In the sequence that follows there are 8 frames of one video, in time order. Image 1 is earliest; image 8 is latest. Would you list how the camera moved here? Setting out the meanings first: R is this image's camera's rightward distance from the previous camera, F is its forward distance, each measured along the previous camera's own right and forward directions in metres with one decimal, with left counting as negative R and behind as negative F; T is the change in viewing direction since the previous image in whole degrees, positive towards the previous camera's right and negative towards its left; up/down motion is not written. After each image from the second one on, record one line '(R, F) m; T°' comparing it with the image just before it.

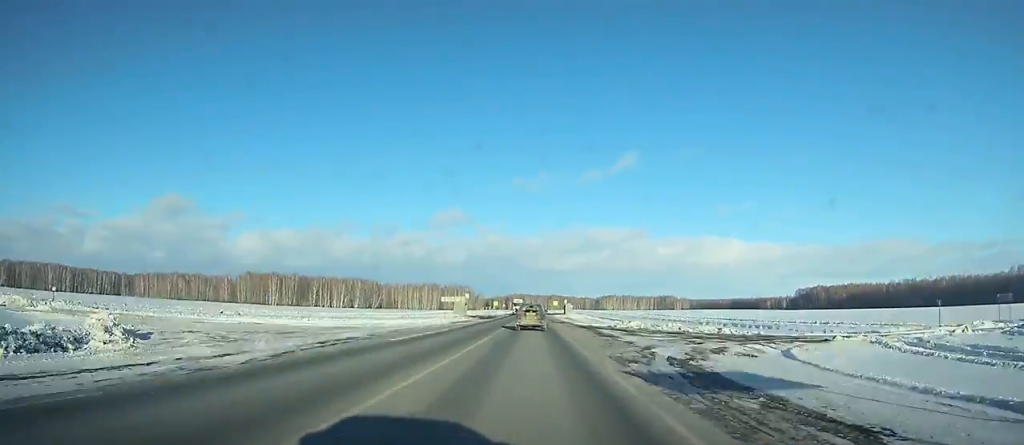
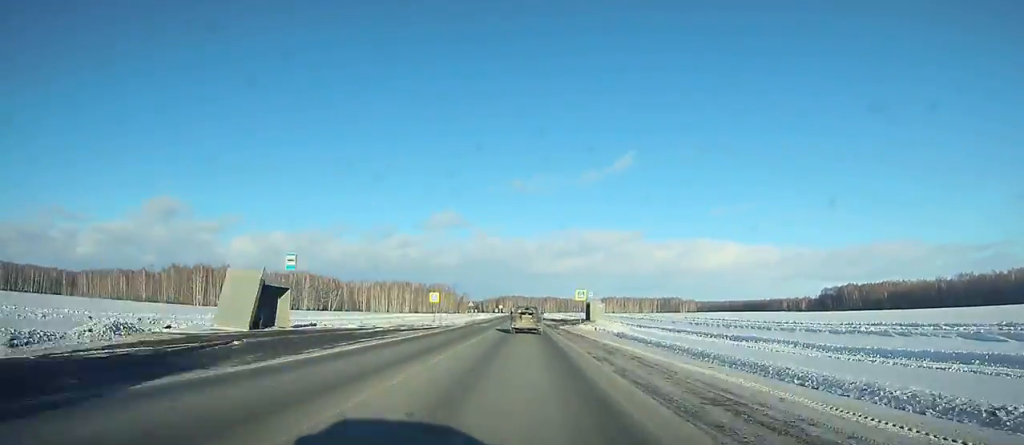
(+0.2, +82.5) m; 0°
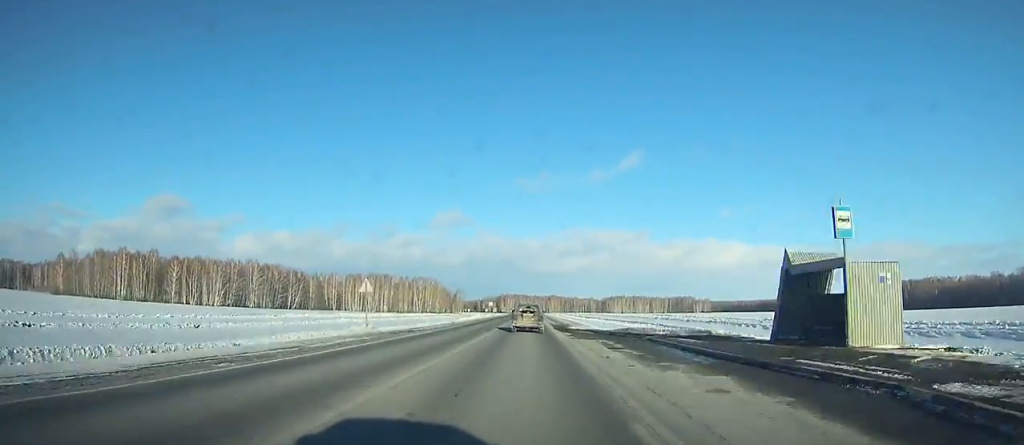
(+0.2, +64.7) m; 0°
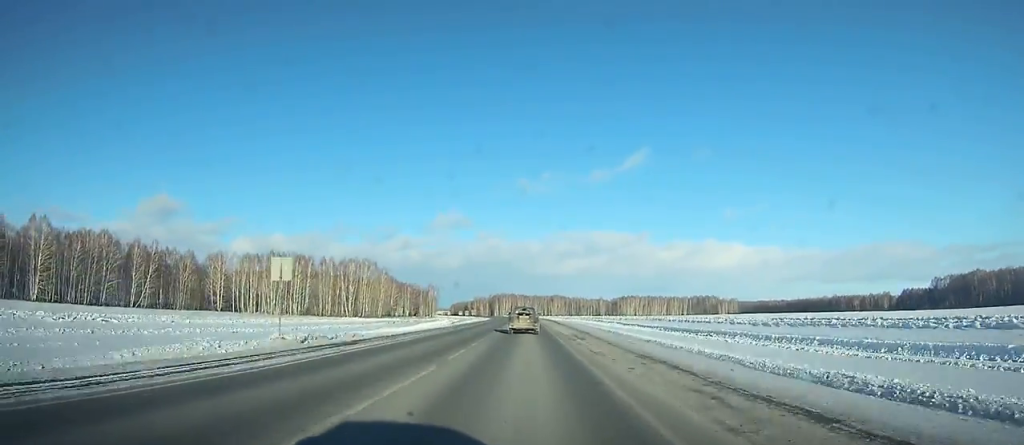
(-0.6, +122.4) m; -1°
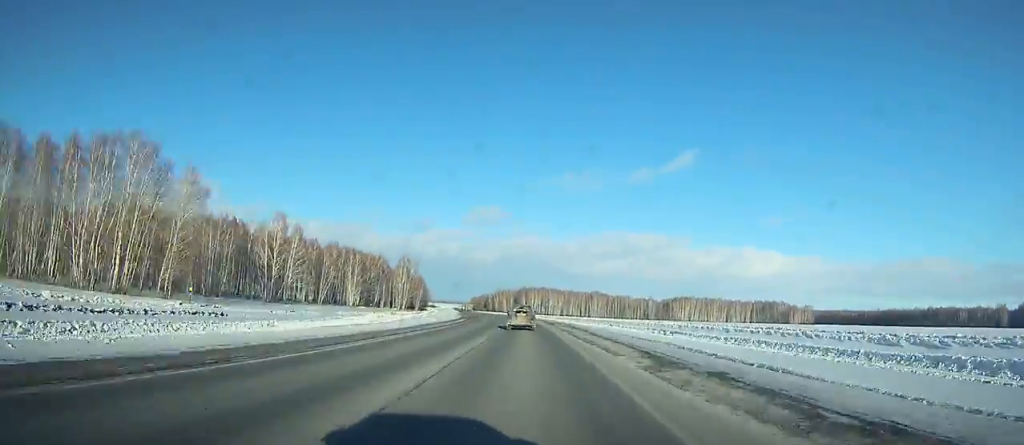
(-1.6, +133.1) m; -3°
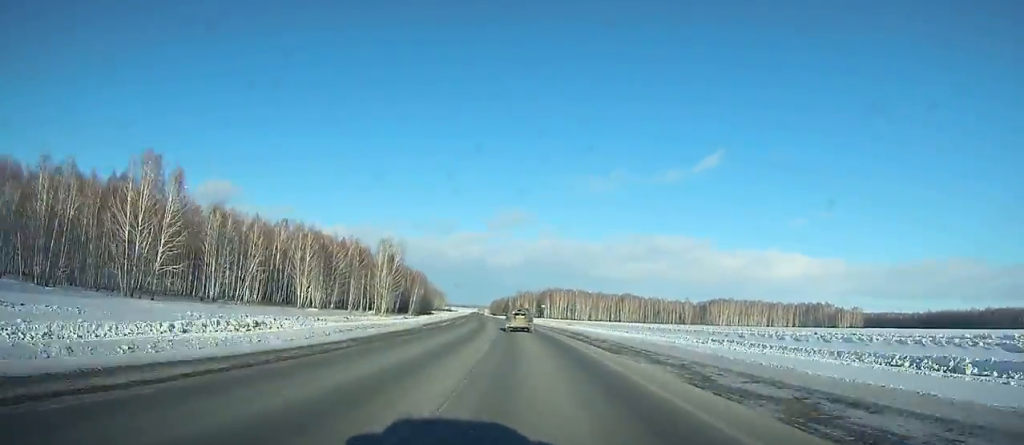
(-0.3, +55.7) m; -2°
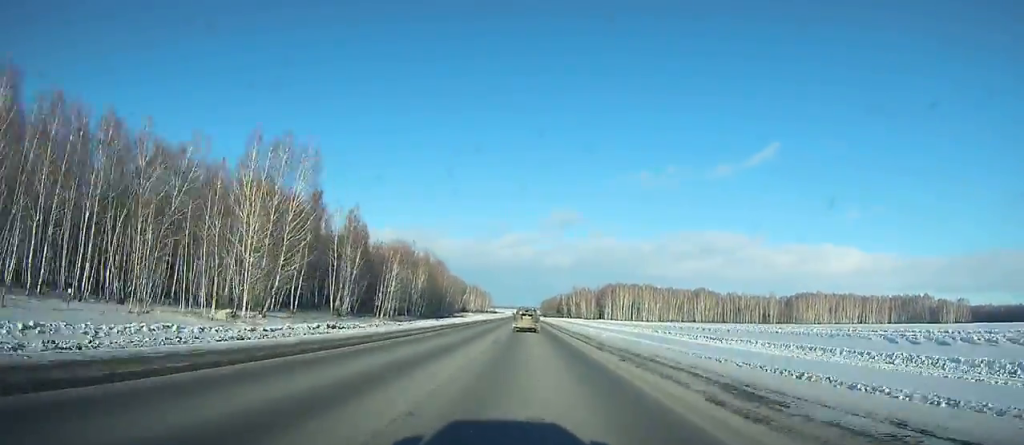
(-3.4, +87.1) m; -4°
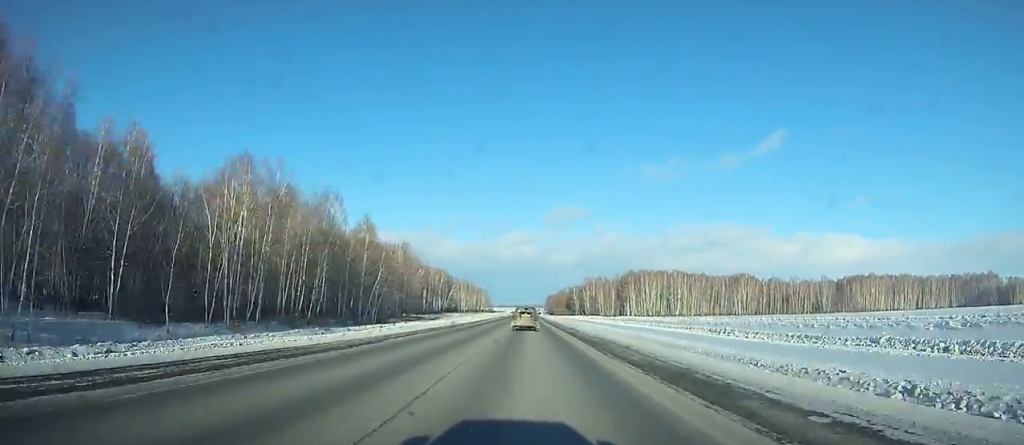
(-1.6, +85.0) m; -1°
